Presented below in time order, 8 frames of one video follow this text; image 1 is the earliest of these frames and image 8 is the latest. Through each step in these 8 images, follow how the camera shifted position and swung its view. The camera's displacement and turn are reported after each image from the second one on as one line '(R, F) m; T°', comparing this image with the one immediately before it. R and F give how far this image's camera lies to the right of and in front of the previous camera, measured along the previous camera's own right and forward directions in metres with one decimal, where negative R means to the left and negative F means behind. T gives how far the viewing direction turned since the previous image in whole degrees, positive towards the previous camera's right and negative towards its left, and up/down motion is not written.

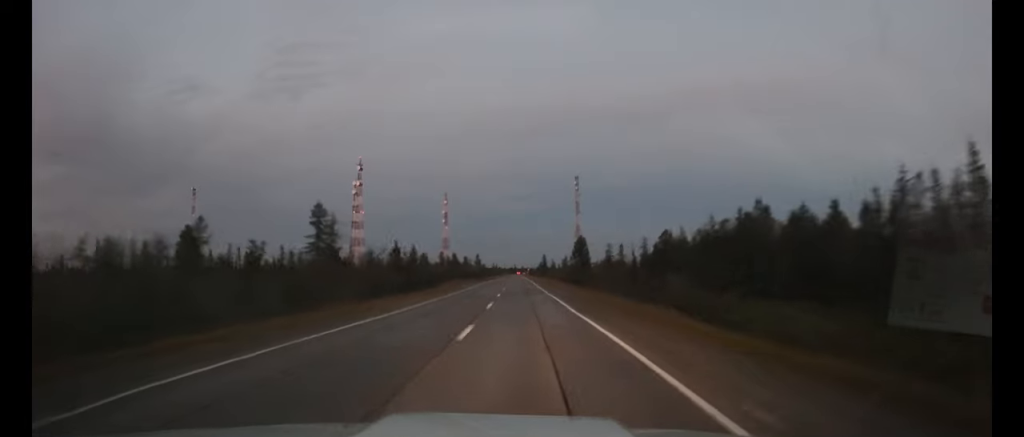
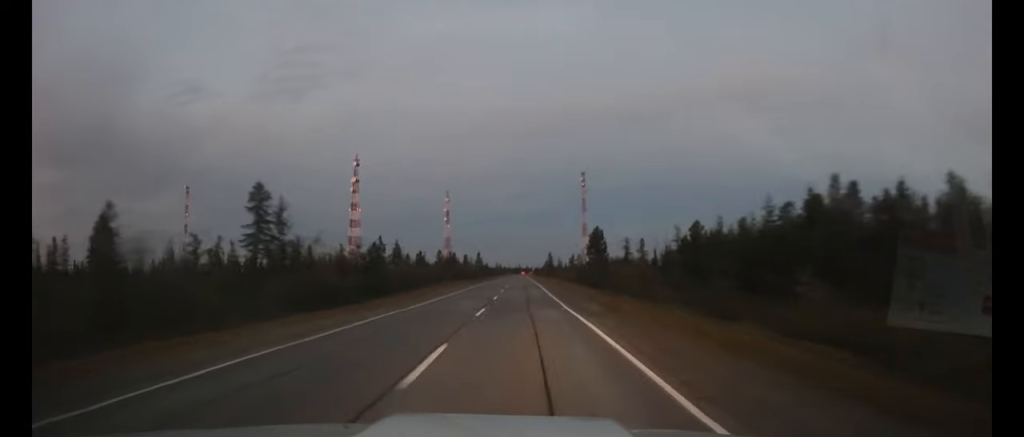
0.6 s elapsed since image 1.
(0.0, +16.3) m; 0°
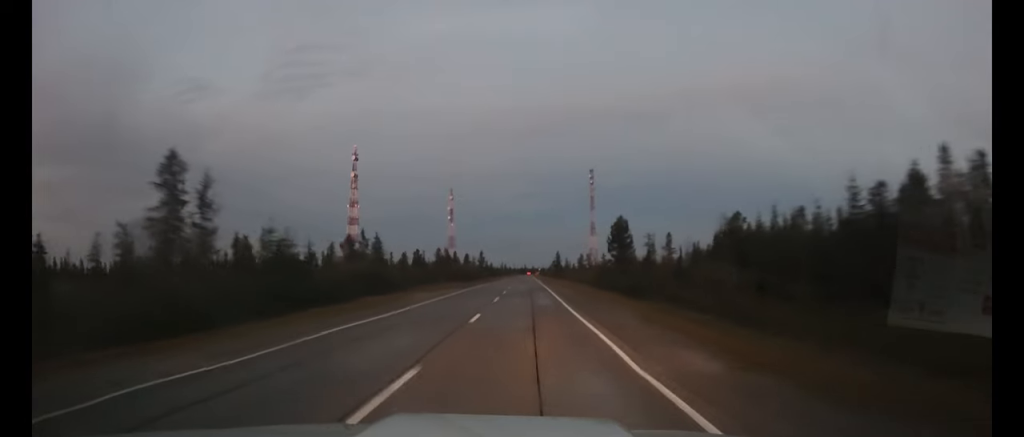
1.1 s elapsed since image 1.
(0.0, +14.7) m; 0°
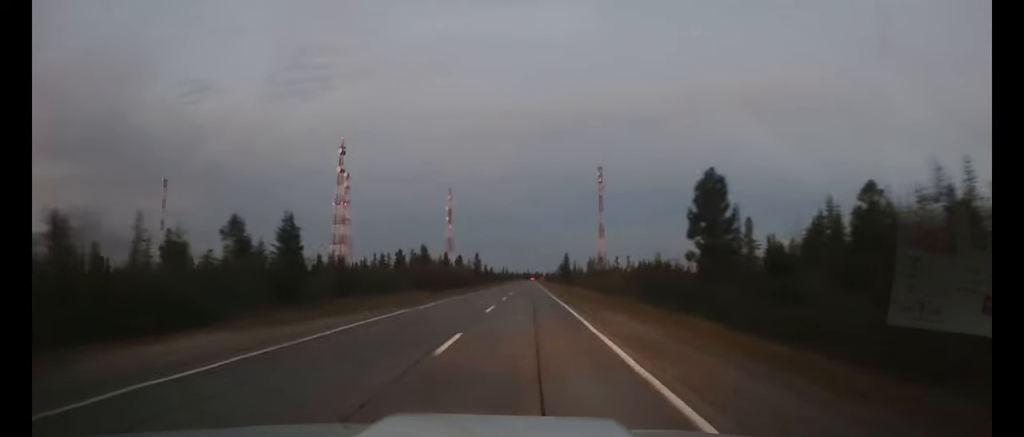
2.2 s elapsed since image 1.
(-0.2, +29.3) m; -1°
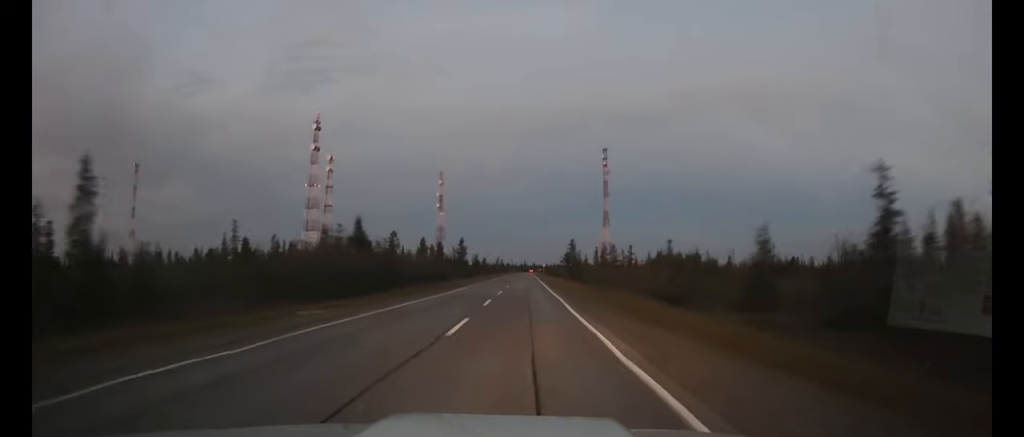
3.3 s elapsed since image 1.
(-0.1, +34.0) m; 0°
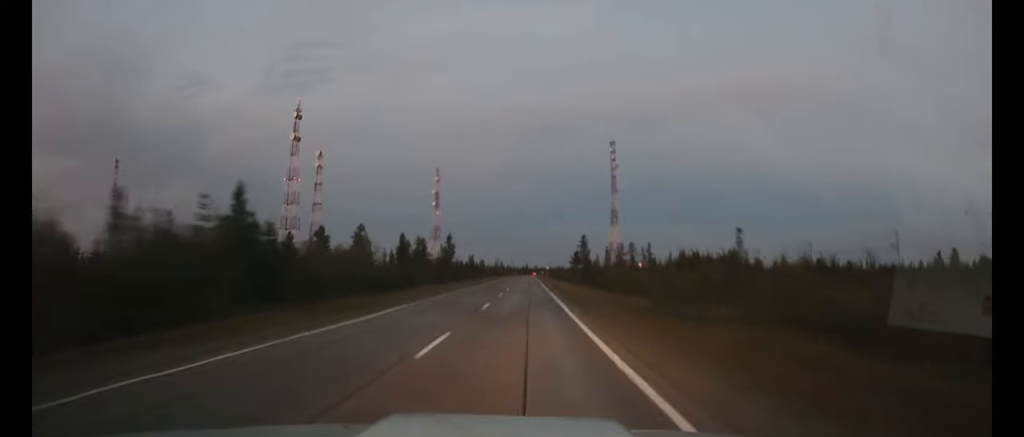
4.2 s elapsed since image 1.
(0.0, +25.7) m; 0°
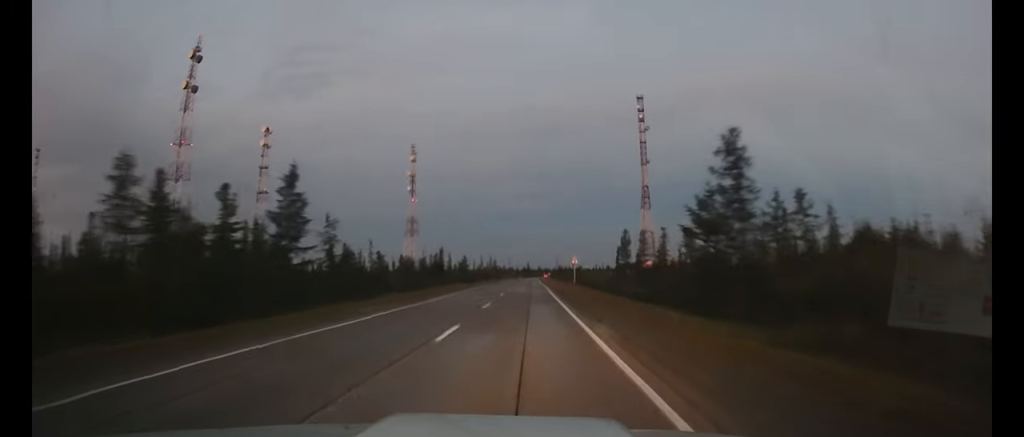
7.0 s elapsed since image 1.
(+0.1, +84.4) m; 0°
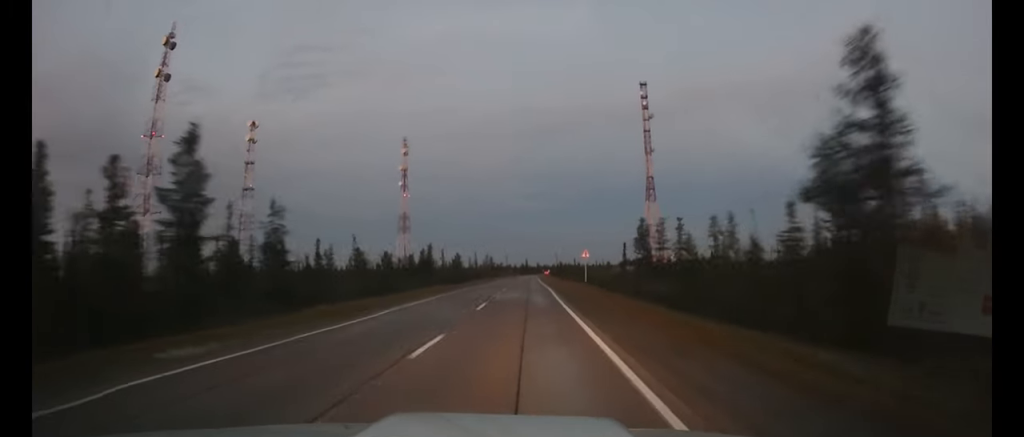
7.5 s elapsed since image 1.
(0.0, +14.1) m; 0°
